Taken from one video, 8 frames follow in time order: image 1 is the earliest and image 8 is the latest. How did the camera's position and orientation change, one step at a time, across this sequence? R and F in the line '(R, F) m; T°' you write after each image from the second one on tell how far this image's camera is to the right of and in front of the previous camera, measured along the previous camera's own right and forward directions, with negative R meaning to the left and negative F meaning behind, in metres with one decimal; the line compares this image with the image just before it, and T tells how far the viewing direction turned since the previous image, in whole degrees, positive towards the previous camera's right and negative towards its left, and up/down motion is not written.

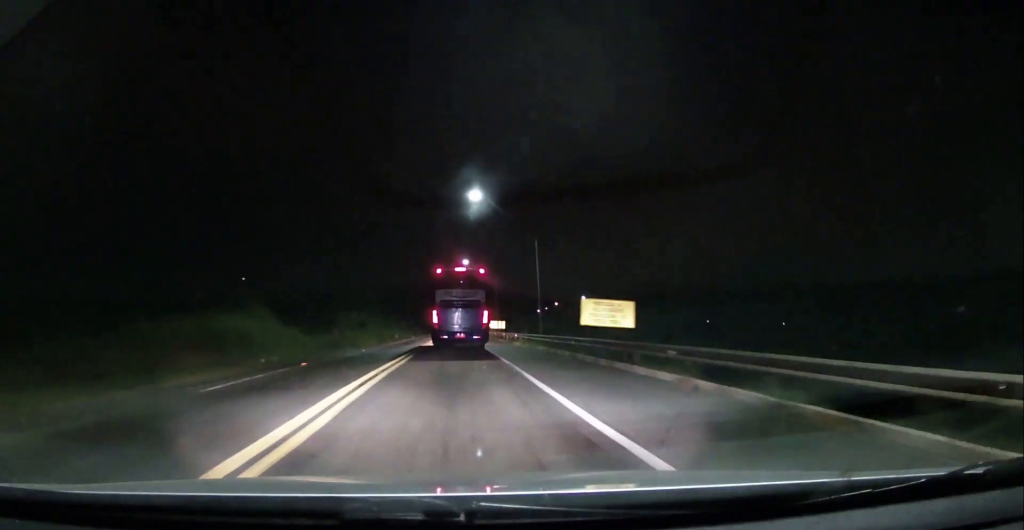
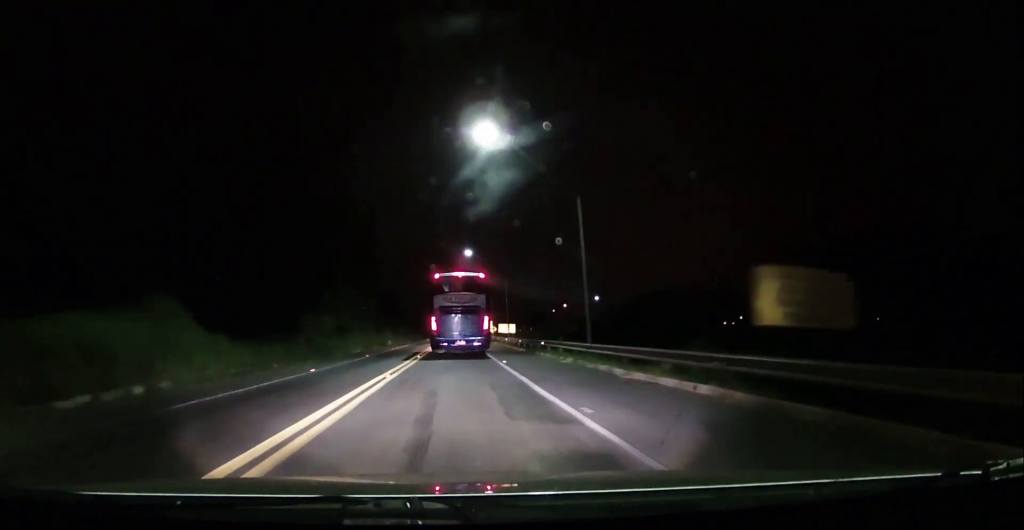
(0.0, +14.3) m; 0°
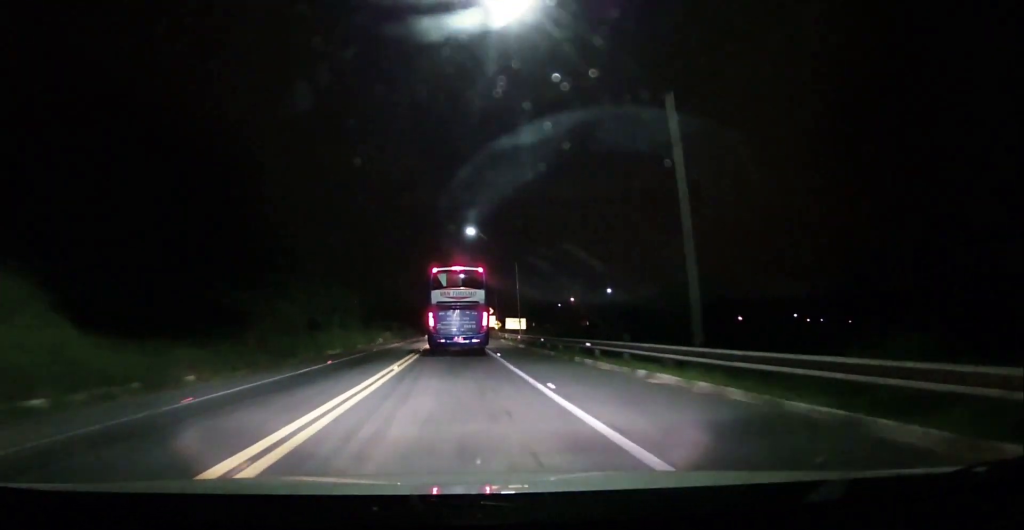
(0.0, +12.7) m; 0°
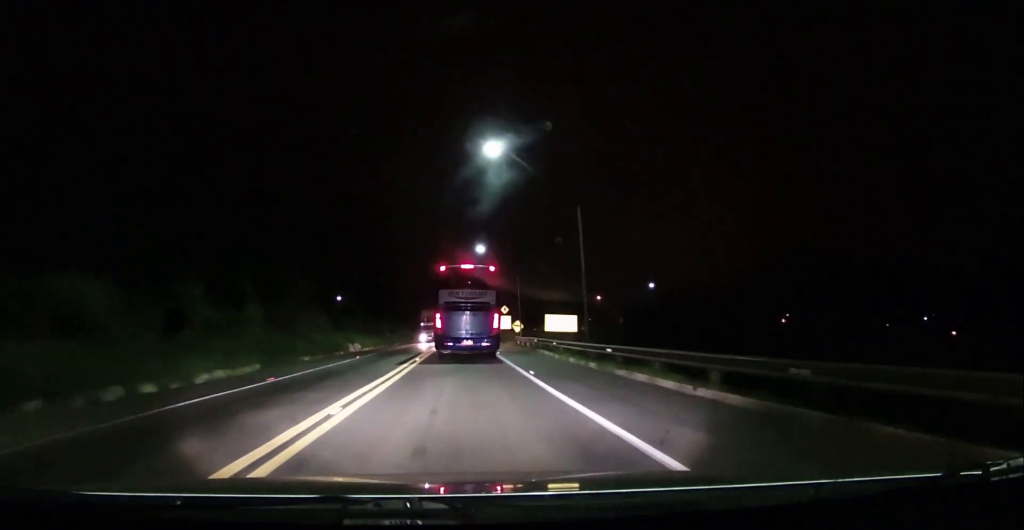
(+0.2, +27.1) m; +1°
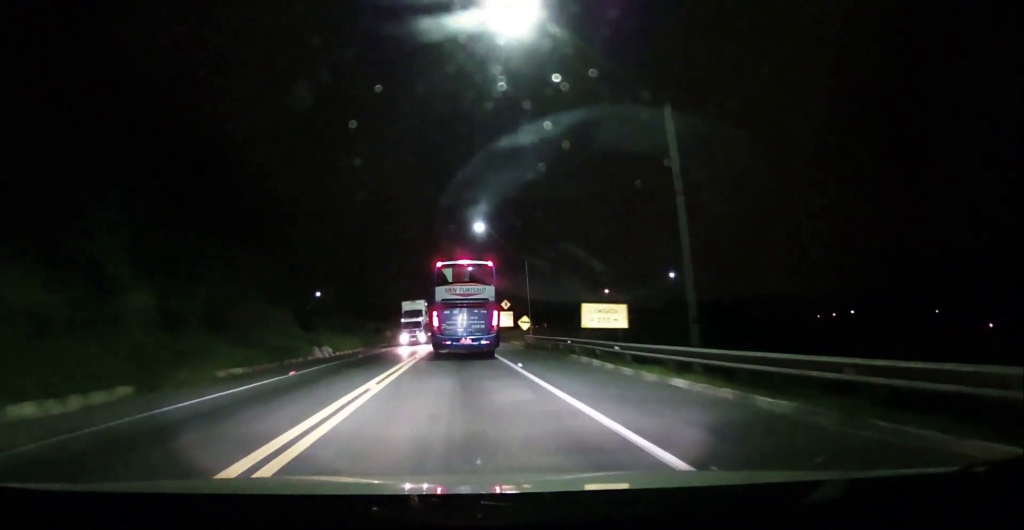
(+0.3, +13.8) m; 0°
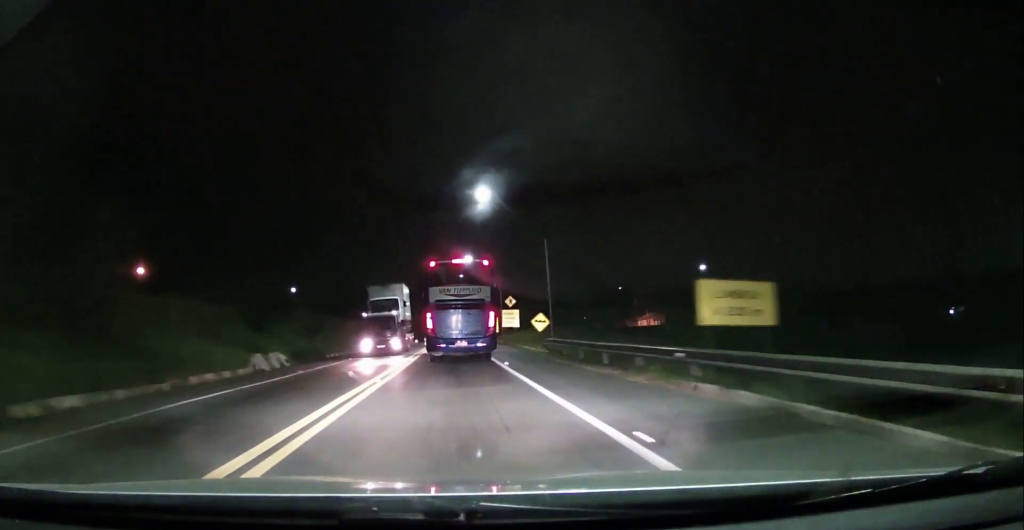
(-0.4, +14.1) m; 0°
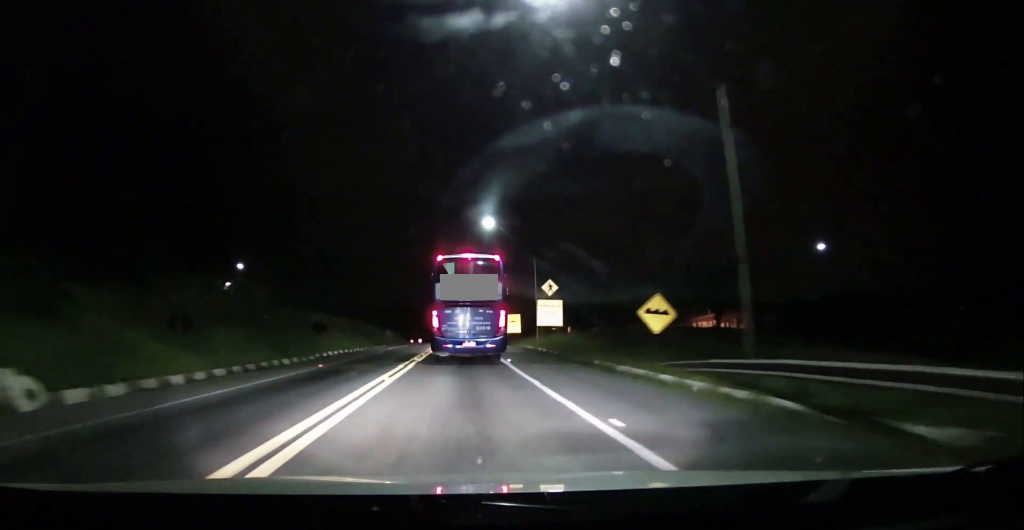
(+0.5, +27.4) m; +1°
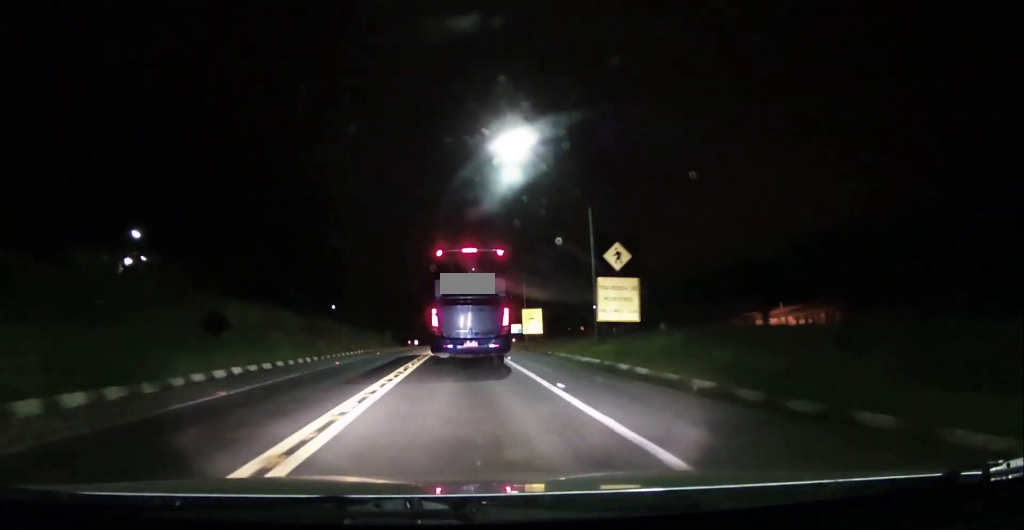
(-0.6, +22.9) m; -2°
